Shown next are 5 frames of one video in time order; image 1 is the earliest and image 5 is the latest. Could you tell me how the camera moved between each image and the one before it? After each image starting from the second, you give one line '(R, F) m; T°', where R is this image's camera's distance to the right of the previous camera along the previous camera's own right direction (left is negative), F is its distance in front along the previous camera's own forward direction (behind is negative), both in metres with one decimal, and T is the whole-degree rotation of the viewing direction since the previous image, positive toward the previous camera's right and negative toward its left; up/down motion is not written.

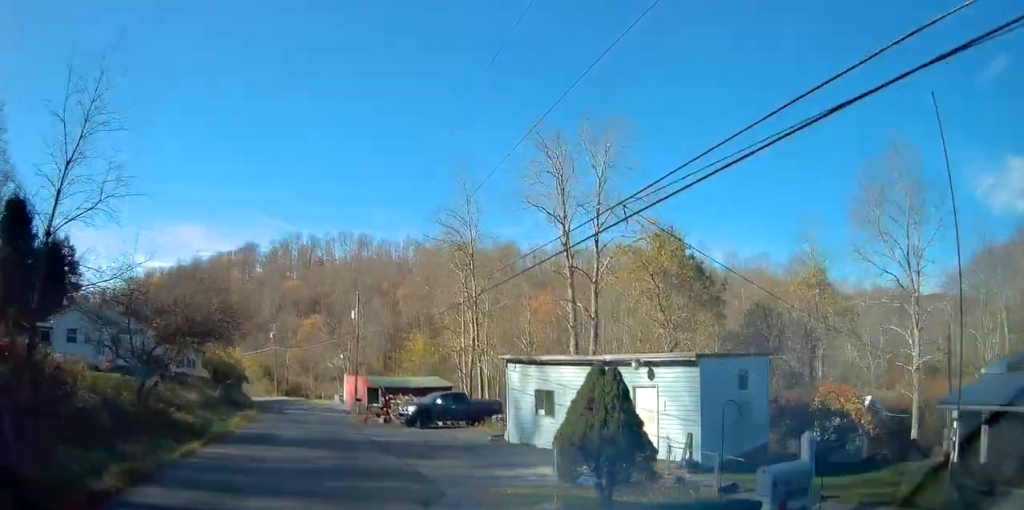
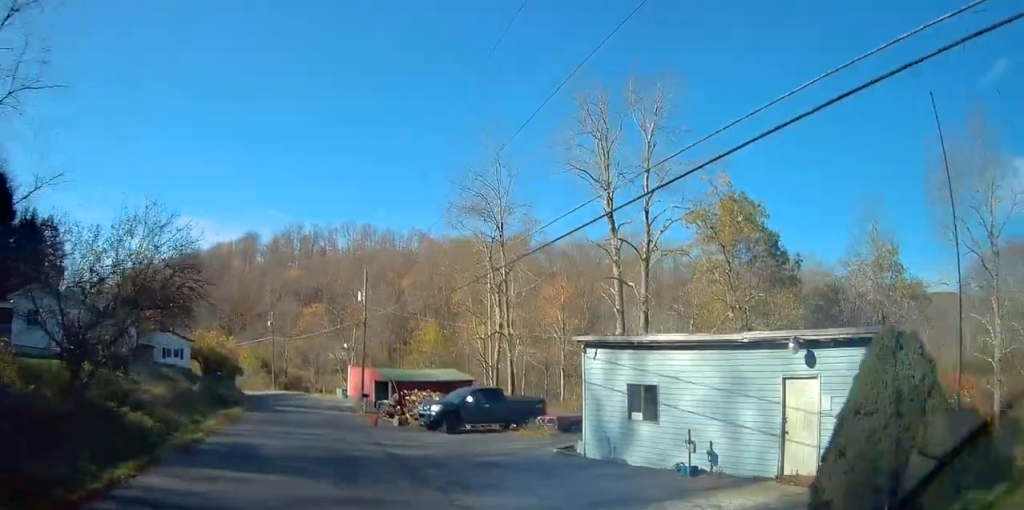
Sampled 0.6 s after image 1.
(-0.2, +6.2) m; -1°
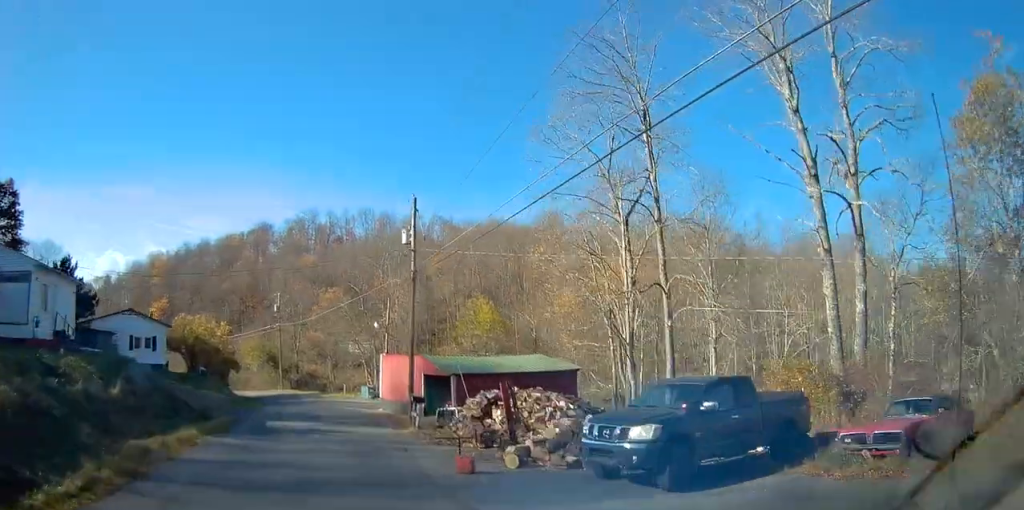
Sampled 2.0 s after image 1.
(-0.1, +15.2) m; 0°
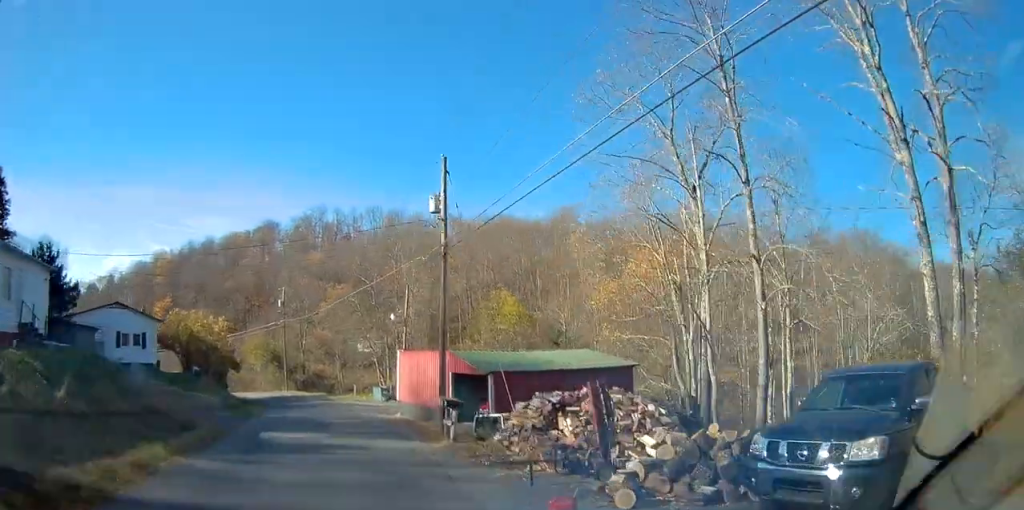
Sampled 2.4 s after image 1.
(+0.1, +4.5) m; -1°
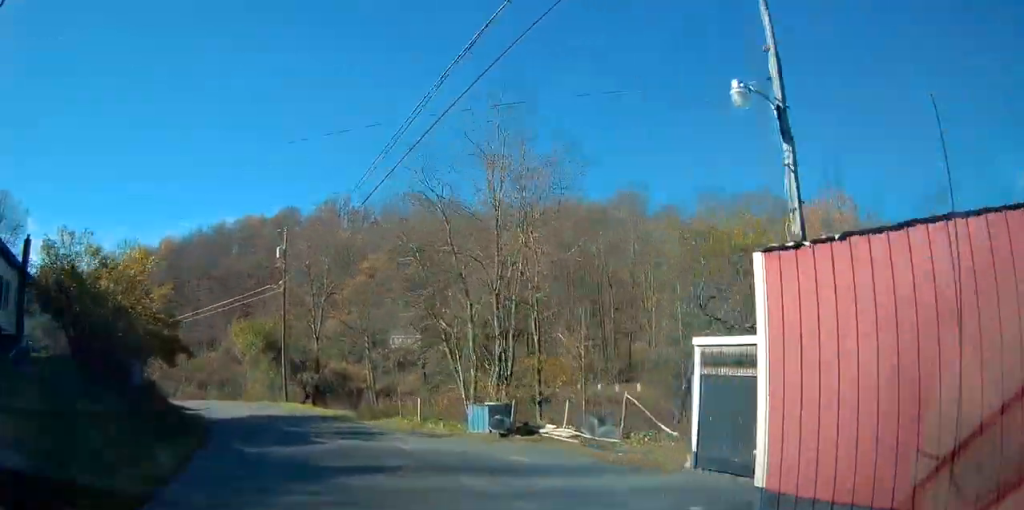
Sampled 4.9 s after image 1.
(-0.9, +24.5) m; -4°
